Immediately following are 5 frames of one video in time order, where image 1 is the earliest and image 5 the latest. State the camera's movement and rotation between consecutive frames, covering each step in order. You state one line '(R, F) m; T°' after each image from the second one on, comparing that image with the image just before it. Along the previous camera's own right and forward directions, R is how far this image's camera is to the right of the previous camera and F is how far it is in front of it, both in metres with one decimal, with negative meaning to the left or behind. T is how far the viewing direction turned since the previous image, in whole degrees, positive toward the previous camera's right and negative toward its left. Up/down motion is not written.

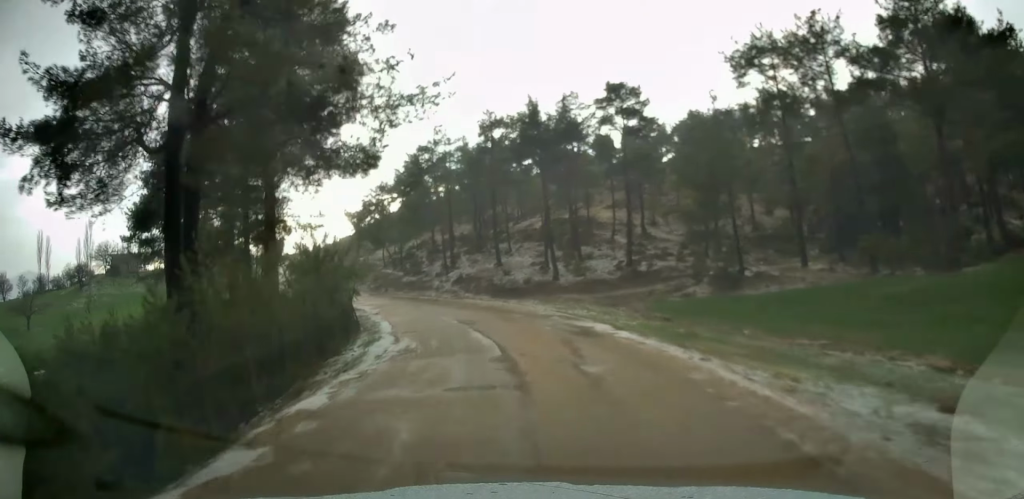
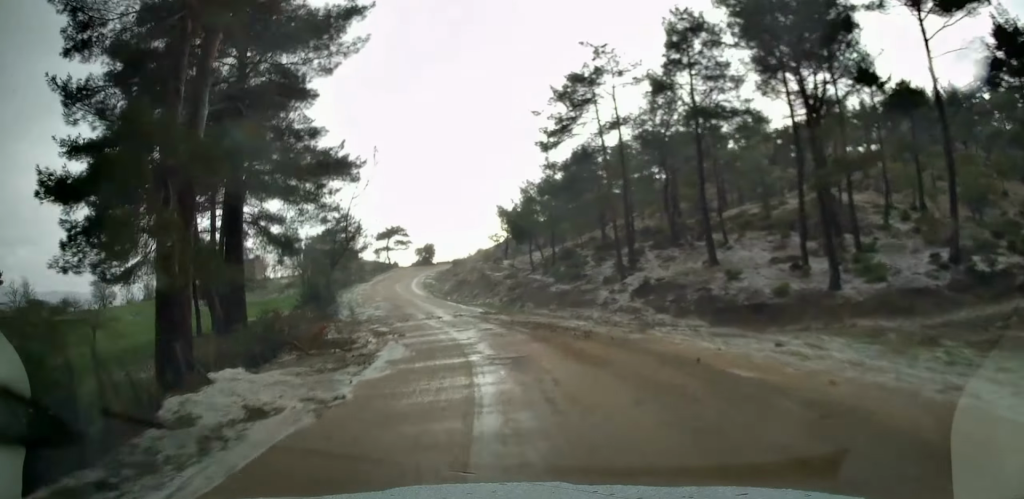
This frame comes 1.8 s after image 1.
(-2.6, +23.9) m; -14°
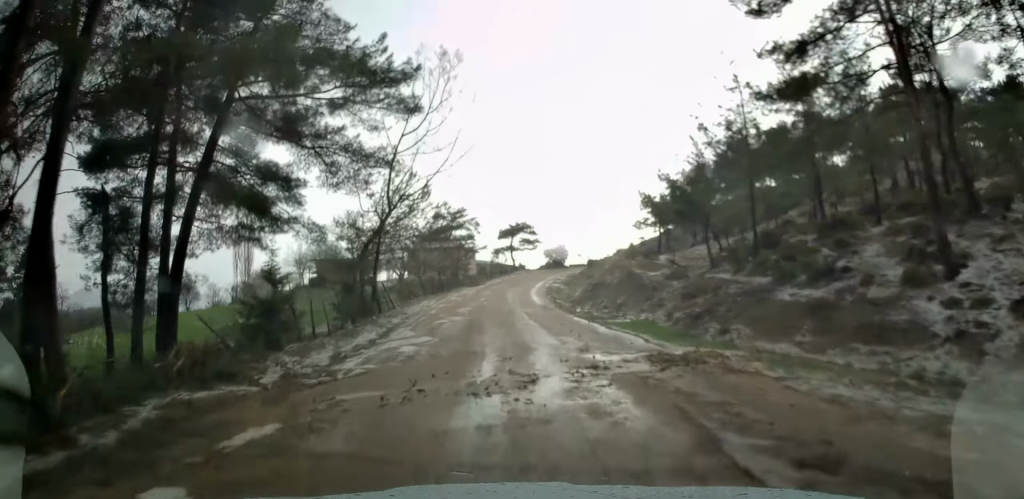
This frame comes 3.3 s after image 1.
(-2.2, +19.8) m; -10°
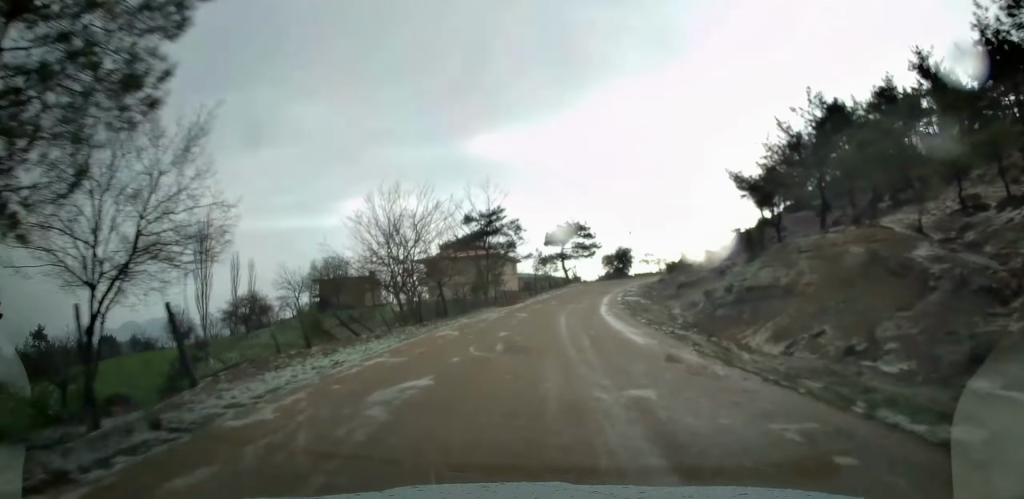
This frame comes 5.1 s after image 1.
(-1.9, +24.3) m; -7°
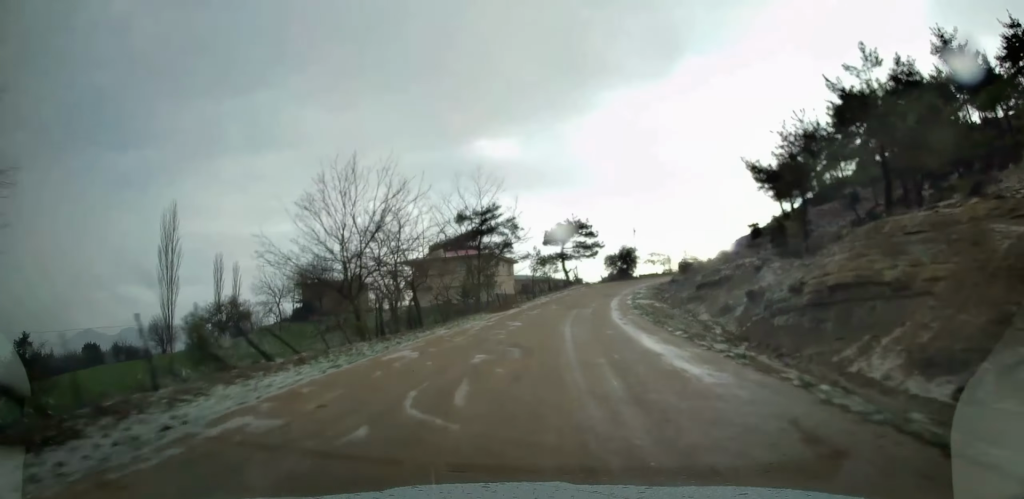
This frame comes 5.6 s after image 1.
(-0.1, +6.6) m; 0°
